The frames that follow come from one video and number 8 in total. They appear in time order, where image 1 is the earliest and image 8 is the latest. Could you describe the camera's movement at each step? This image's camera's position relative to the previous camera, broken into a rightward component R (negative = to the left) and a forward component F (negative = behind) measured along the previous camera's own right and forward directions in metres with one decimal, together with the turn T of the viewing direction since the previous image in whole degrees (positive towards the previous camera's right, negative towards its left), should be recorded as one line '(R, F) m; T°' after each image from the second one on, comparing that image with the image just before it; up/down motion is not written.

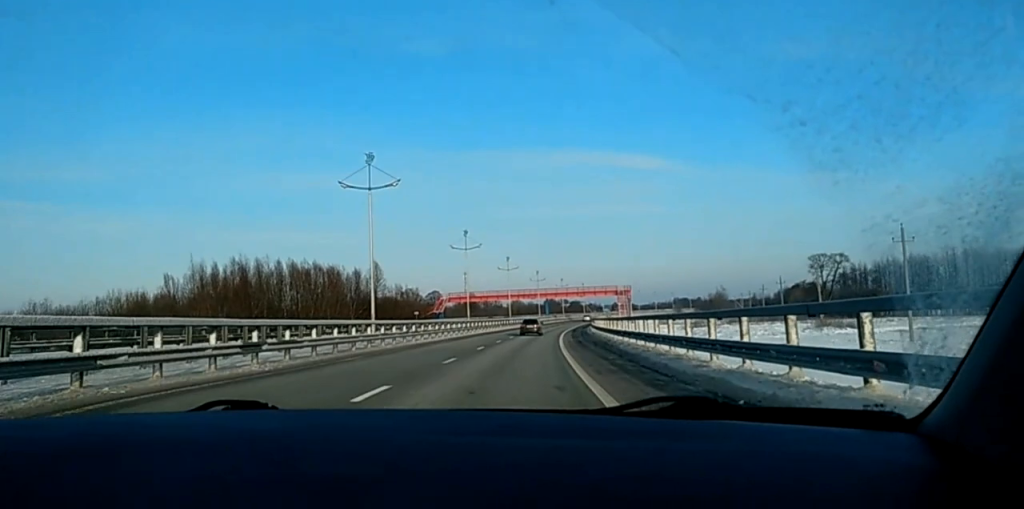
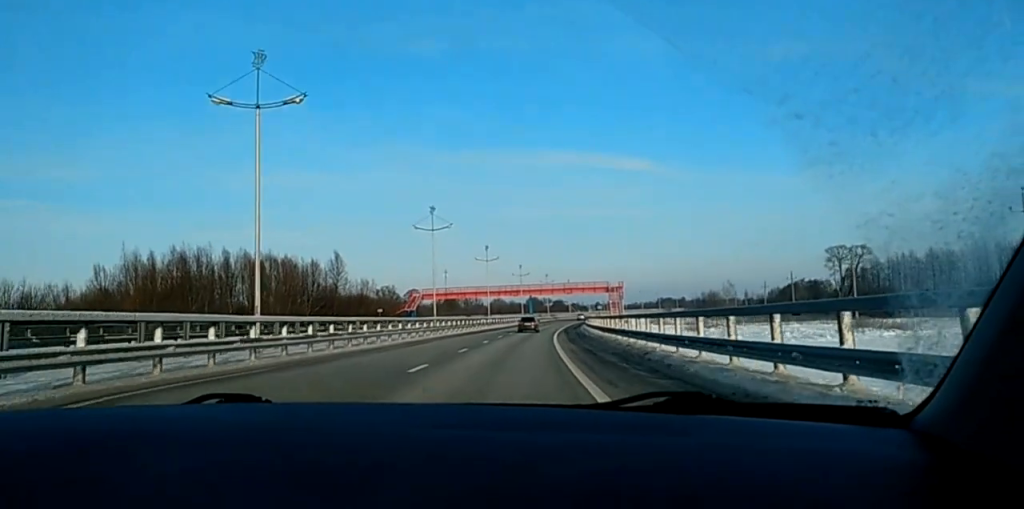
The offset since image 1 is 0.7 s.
(0.0, +17.9) m; 0°
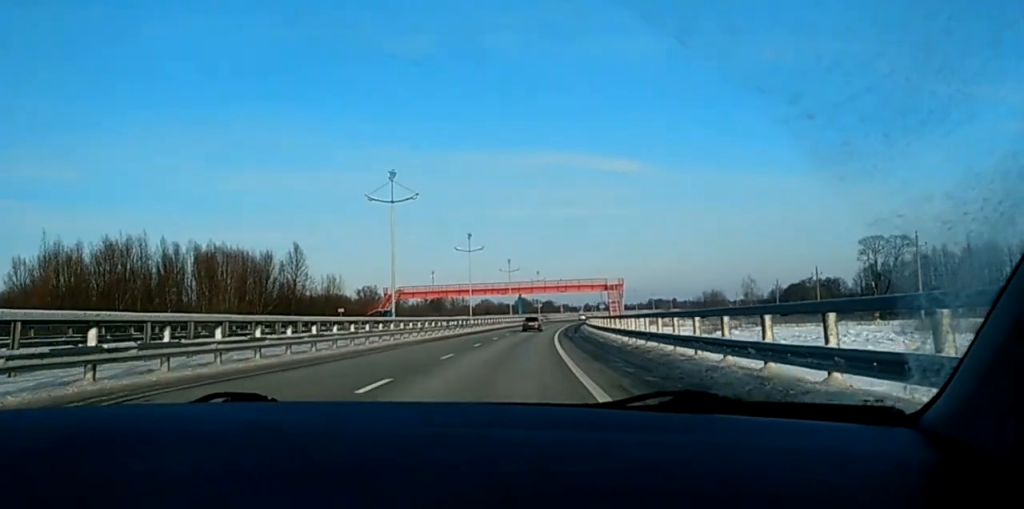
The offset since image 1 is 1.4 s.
(+0.1, +17.8) m; 0°
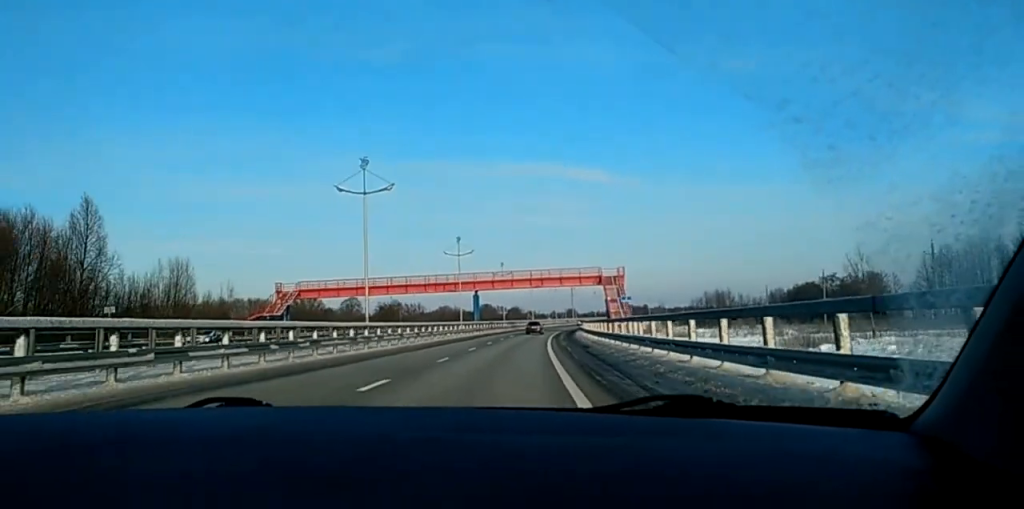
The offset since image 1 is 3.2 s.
(+0.5, +46.4) m; +2°
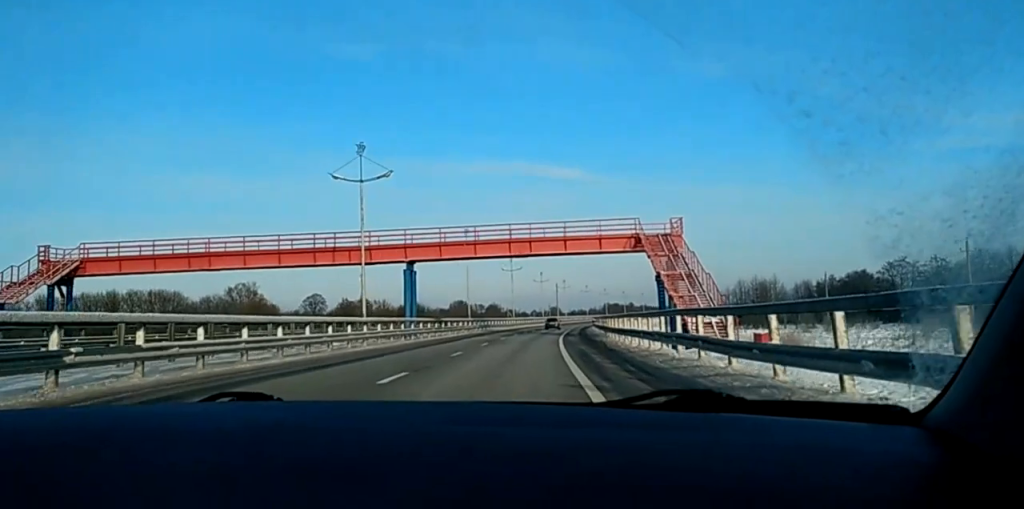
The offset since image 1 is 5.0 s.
(+1.0, +47.8) m; +2°
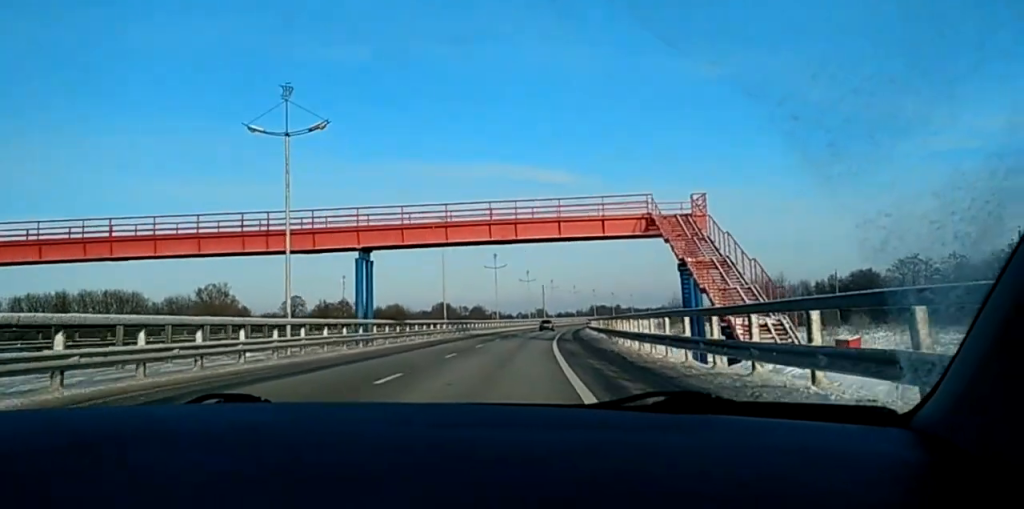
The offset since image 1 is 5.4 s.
(-0.1, +11.4) m; +1°
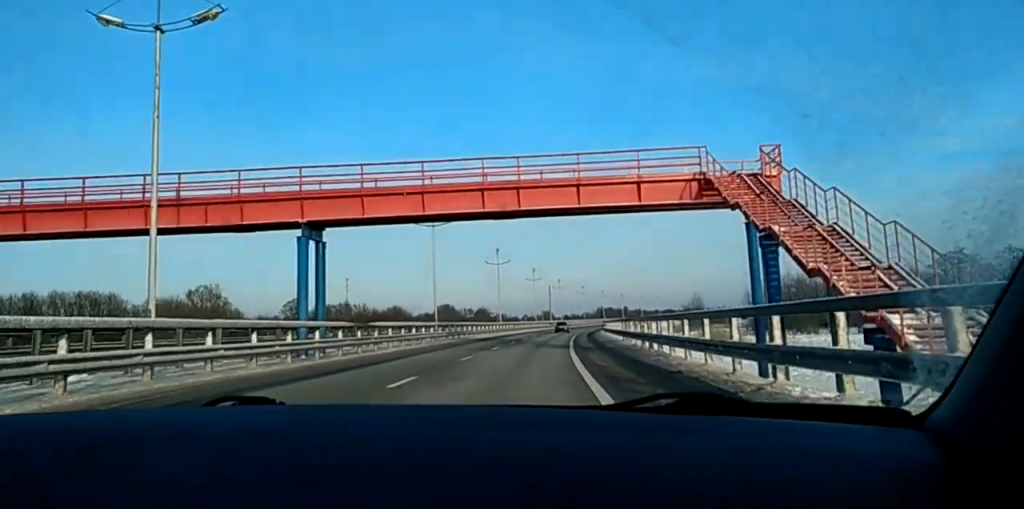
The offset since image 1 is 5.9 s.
(+0.4, +12.4) m; +1°
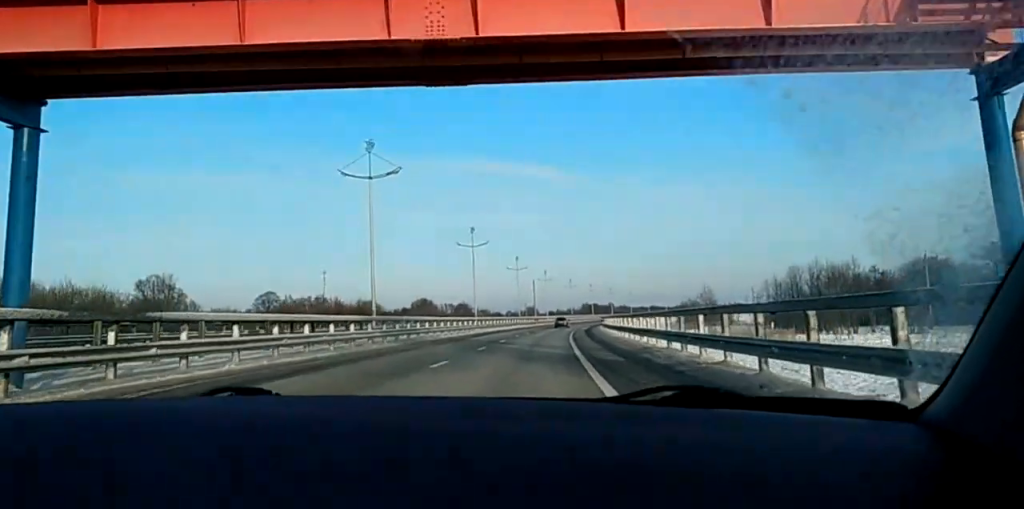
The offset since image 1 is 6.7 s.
(+0.4, +19.7) m; +2°
